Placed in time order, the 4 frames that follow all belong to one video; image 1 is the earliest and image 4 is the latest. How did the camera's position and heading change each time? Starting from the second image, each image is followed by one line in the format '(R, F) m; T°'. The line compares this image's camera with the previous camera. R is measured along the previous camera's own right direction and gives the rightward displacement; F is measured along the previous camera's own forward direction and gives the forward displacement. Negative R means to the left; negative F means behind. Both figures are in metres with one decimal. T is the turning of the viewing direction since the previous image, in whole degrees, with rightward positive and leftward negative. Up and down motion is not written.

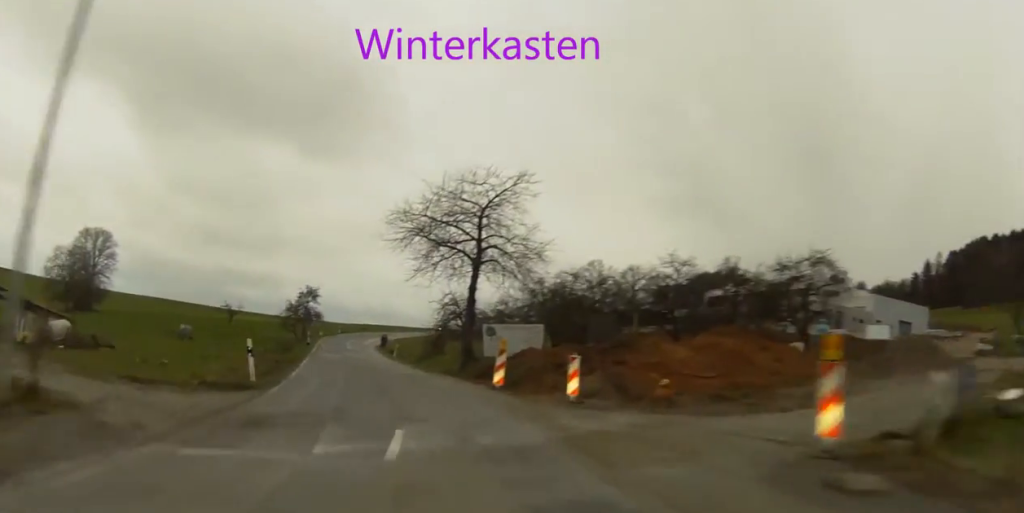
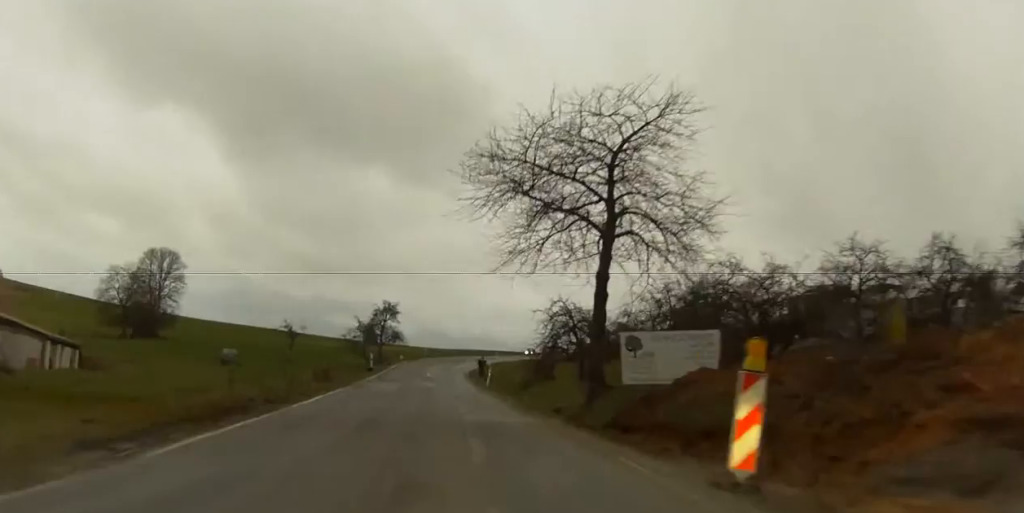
(-1.5, +16.4) m; -6°
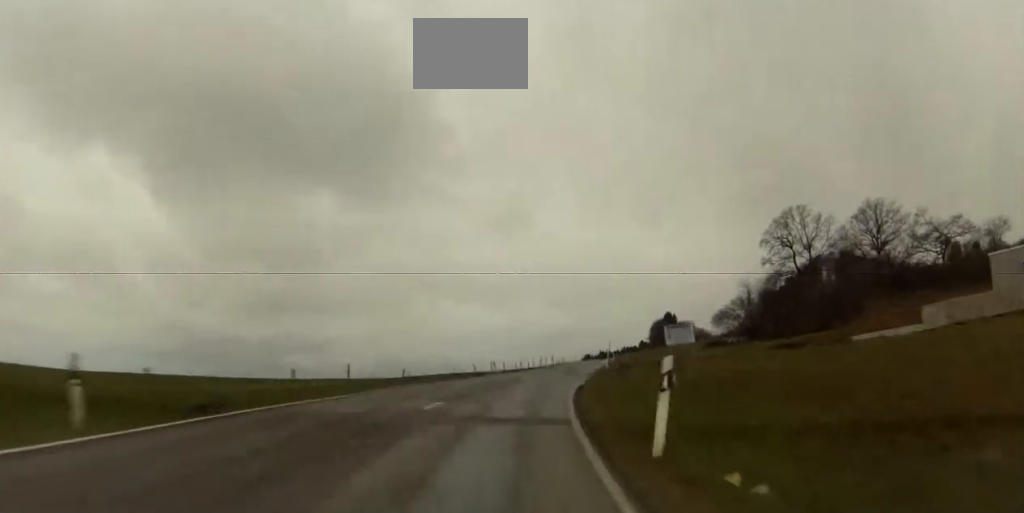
(-9.2, +89.5) m; -5°
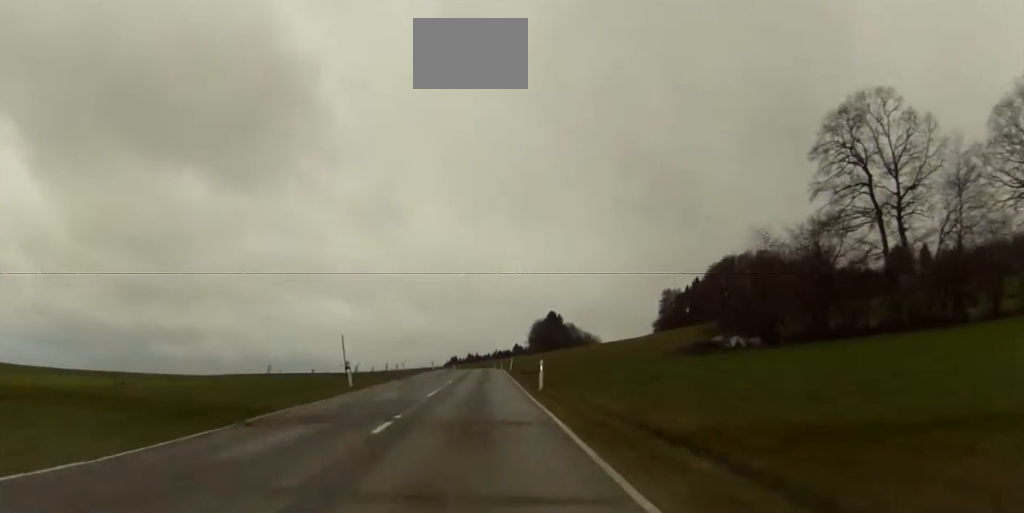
(+6.7, +78.8) m; +11°
